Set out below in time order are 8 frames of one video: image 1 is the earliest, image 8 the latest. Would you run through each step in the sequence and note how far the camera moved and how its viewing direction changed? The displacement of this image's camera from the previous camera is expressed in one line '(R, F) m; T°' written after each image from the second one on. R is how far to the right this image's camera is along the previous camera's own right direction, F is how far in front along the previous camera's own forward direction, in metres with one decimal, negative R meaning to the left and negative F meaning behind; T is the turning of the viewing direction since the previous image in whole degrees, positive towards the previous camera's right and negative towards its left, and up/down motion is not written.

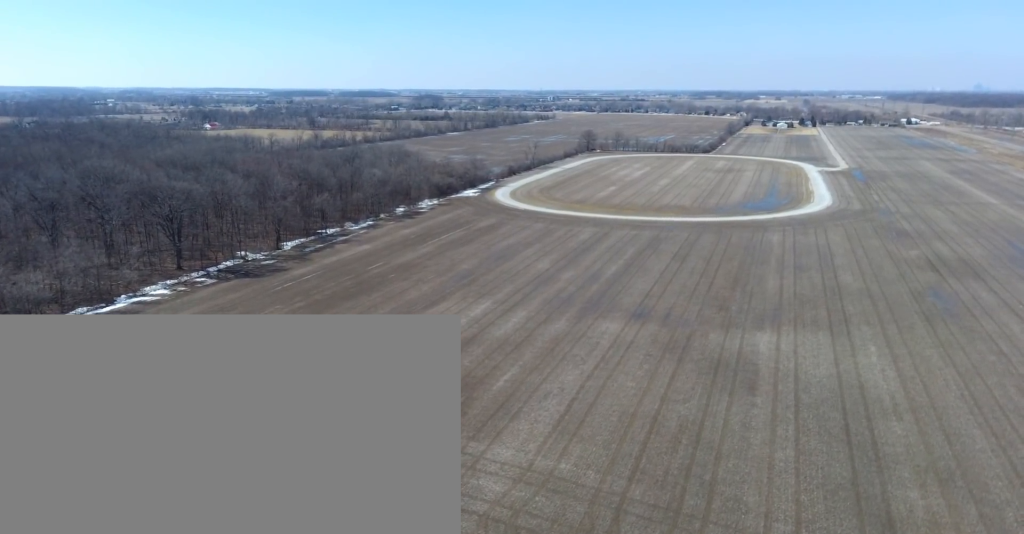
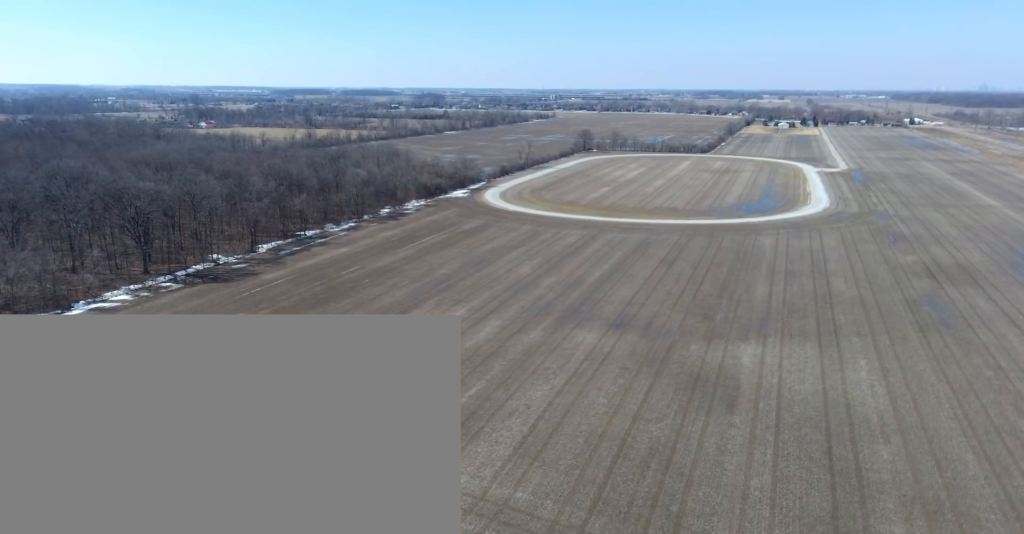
(0.0, +11.1) m; -1°
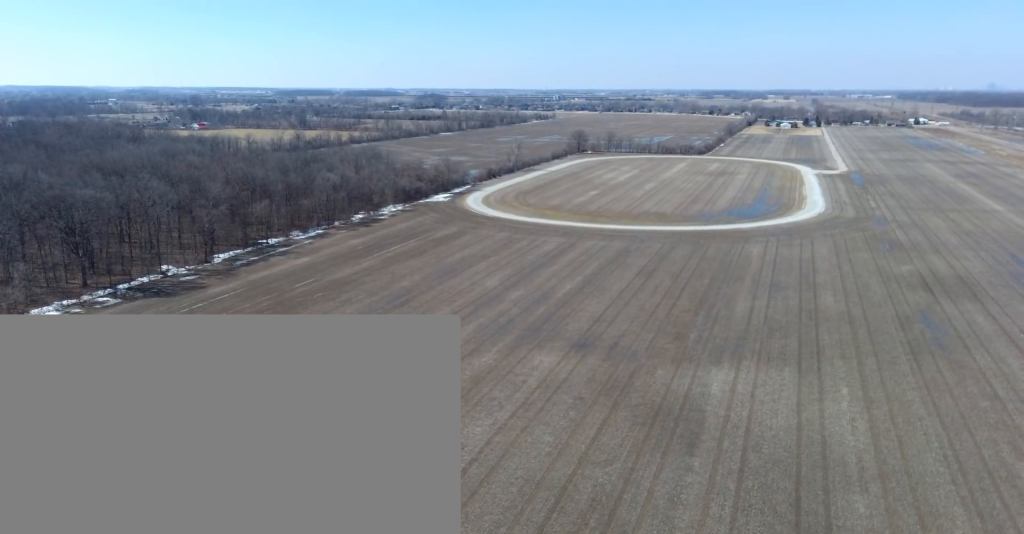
(0.0, +17.1) m; +1°
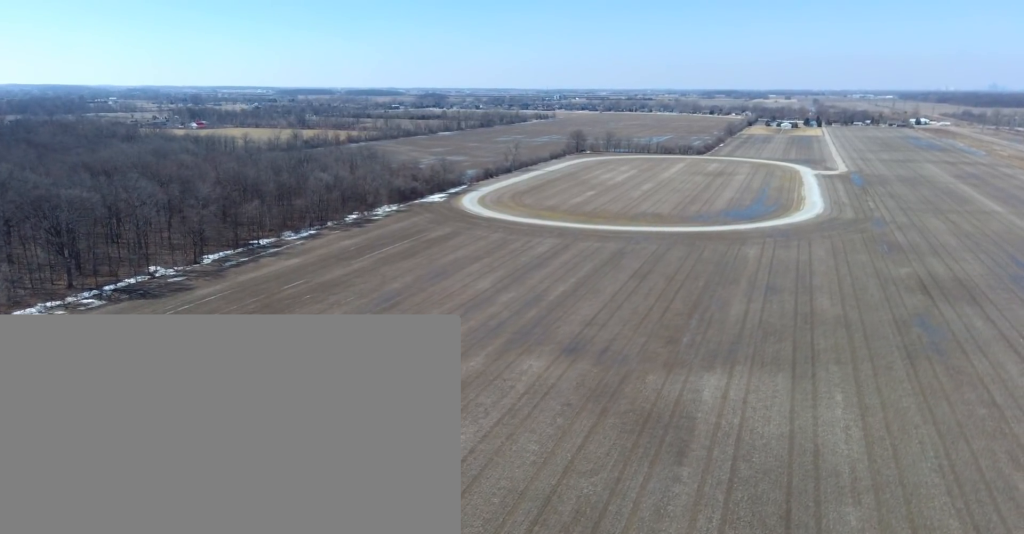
(0.0, +3.9) m; 0°
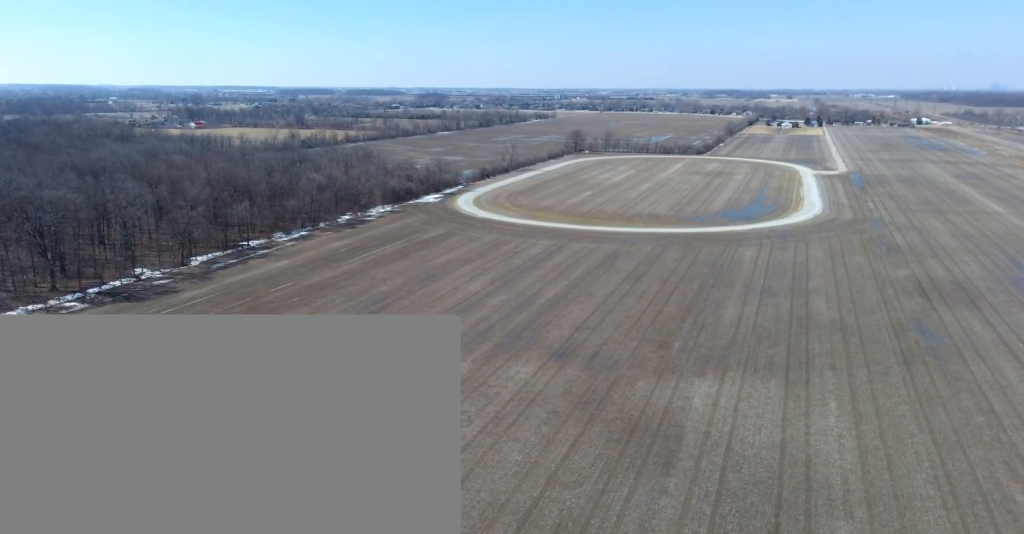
(0.0, +4.4) m; 0°
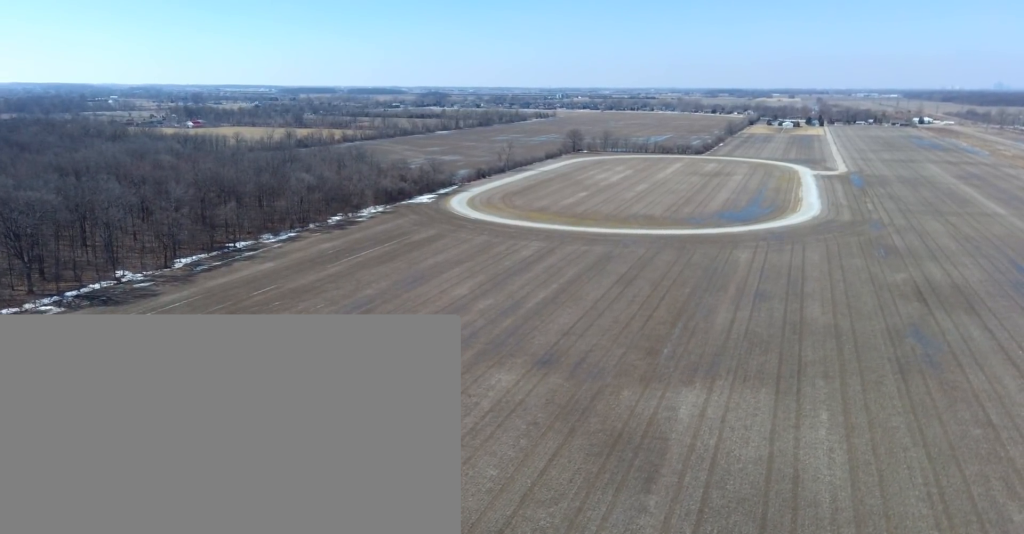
(0.0, +6.5) m; 0°
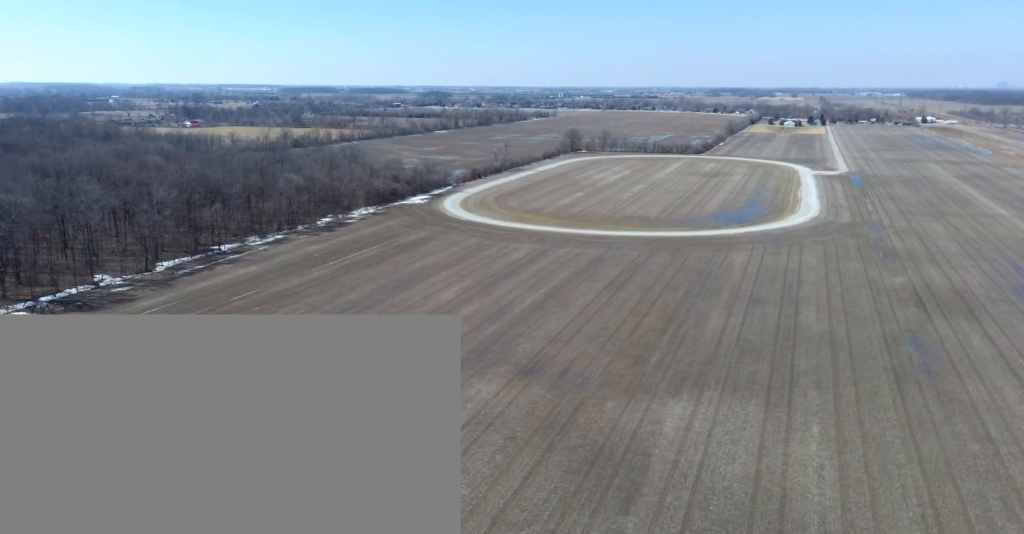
(+0.1, +6.8) m; +1°
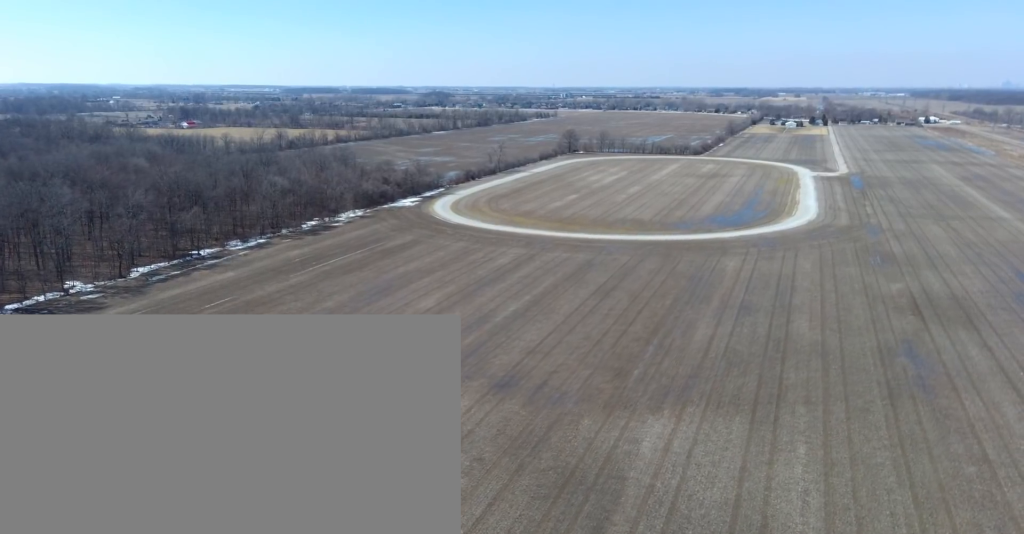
(+0.1, +8.0) m; 0°
